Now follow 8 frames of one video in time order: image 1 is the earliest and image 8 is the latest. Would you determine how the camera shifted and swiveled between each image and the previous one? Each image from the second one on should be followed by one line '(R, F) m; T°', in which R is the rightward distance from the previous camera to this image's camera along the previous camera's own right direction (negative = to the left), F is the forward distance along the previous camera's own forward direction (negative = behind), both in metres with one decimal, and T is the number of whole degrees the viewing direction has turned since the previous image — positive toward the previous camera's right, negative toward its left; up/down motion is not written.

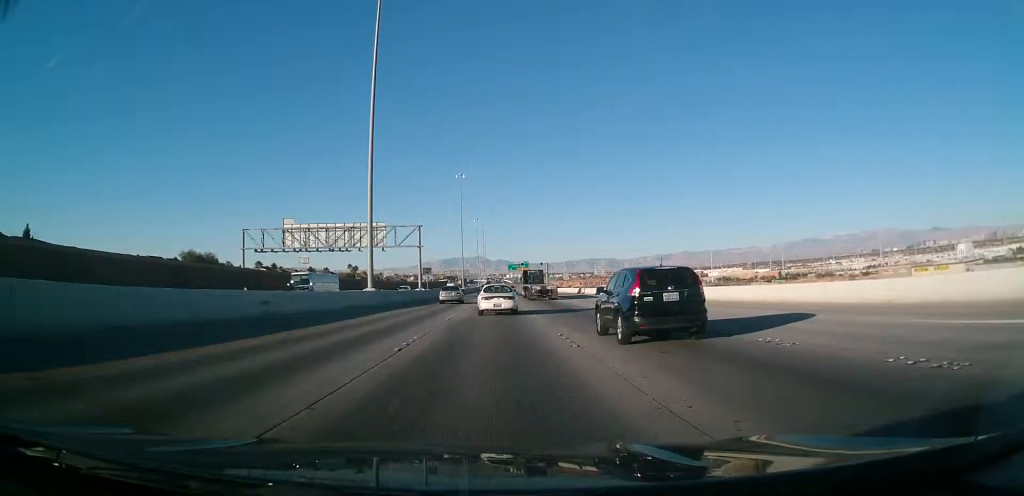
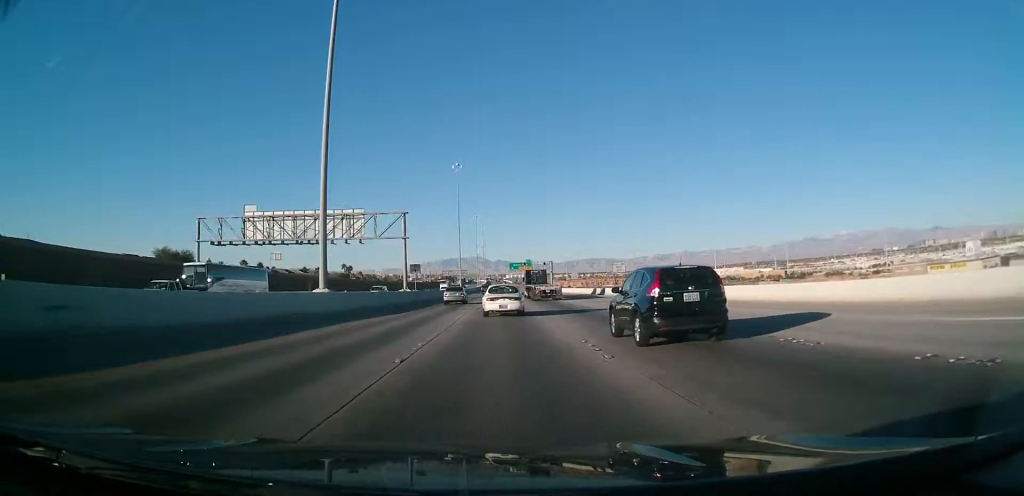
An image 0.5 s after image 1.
(0.0, +14.1) m; 0°
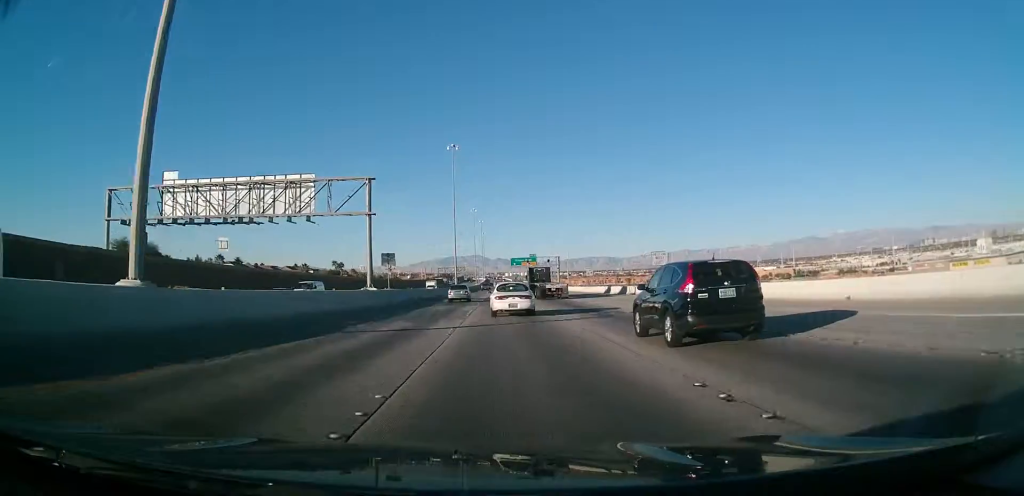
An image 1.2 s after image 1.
(0.0, +19.0) m; 0°
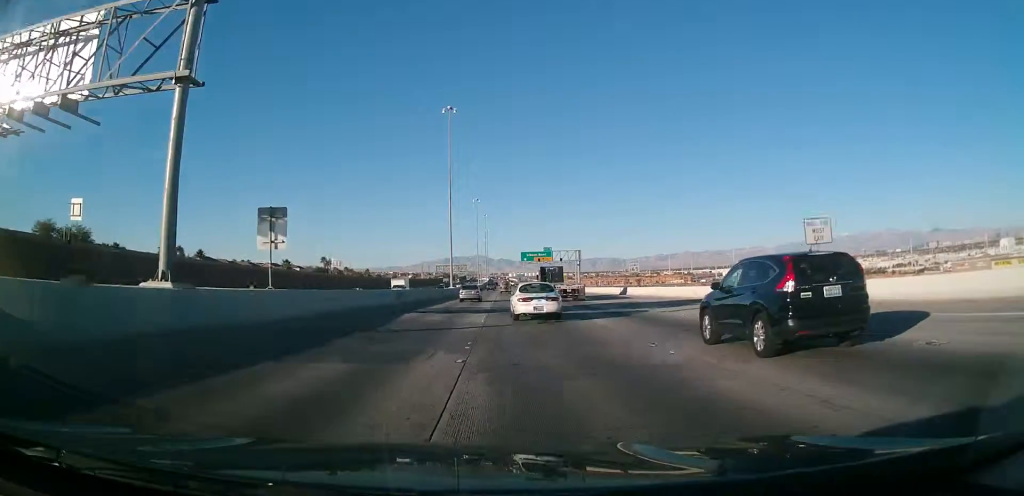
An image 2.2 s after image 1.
(+0.1, +29.2) m; 0°
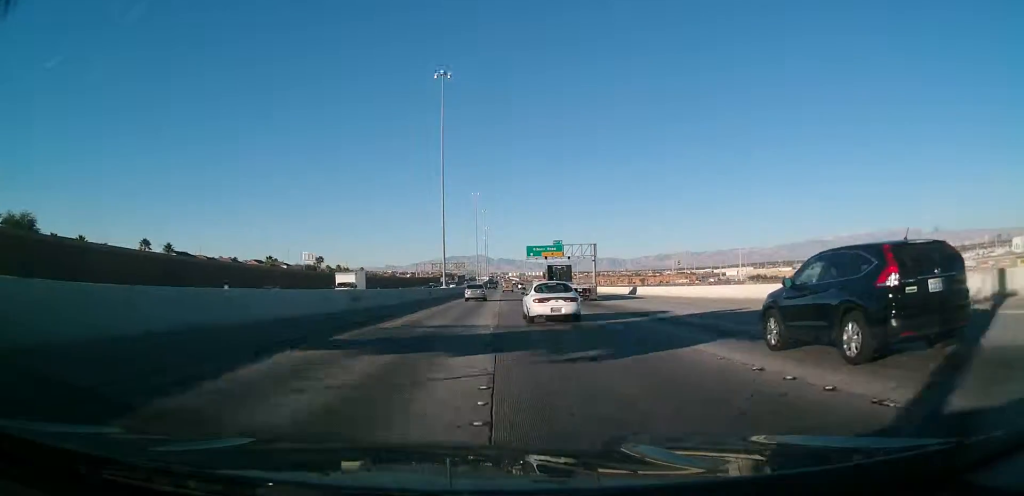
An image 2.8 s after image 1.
(0.0, +18.1) m; 0°
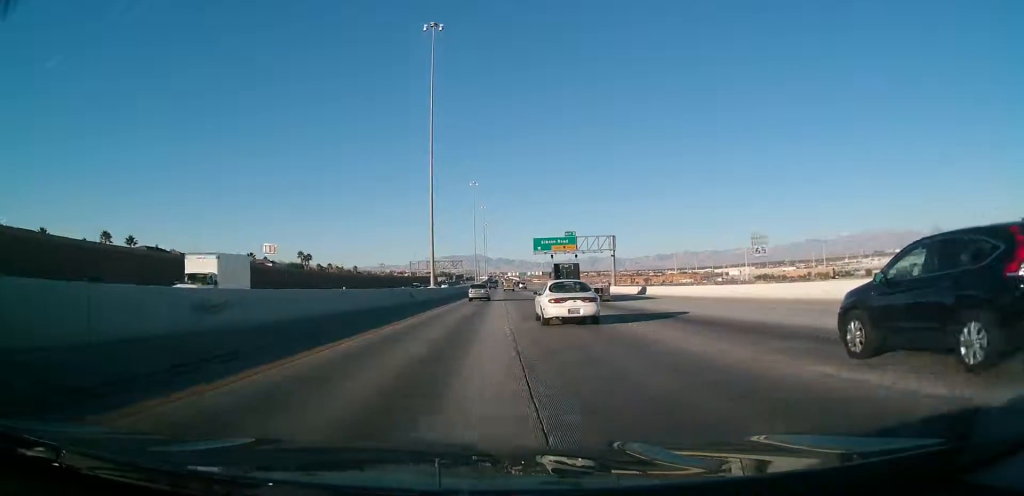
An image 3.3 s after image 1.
(0.0, +17.5) m; 0°
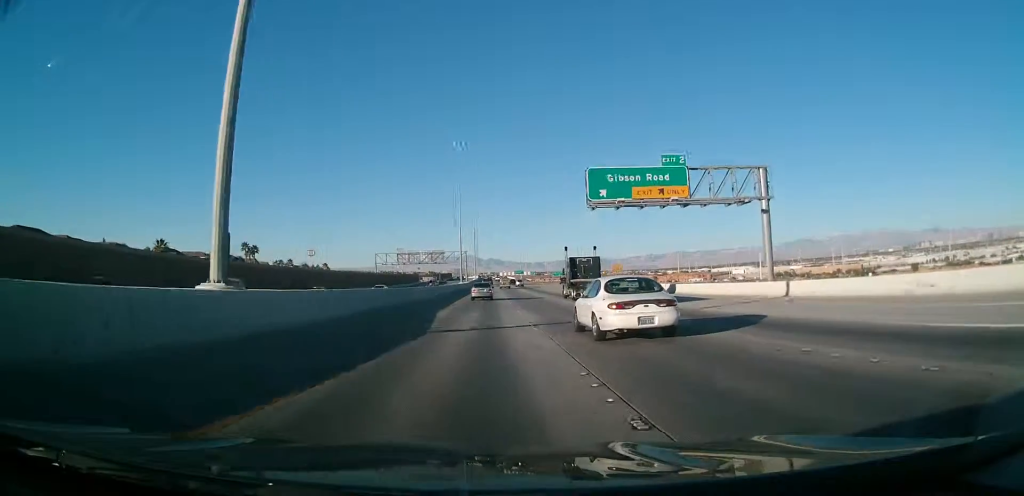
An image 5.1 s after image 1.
(+0.2, +55.2) m; -1°
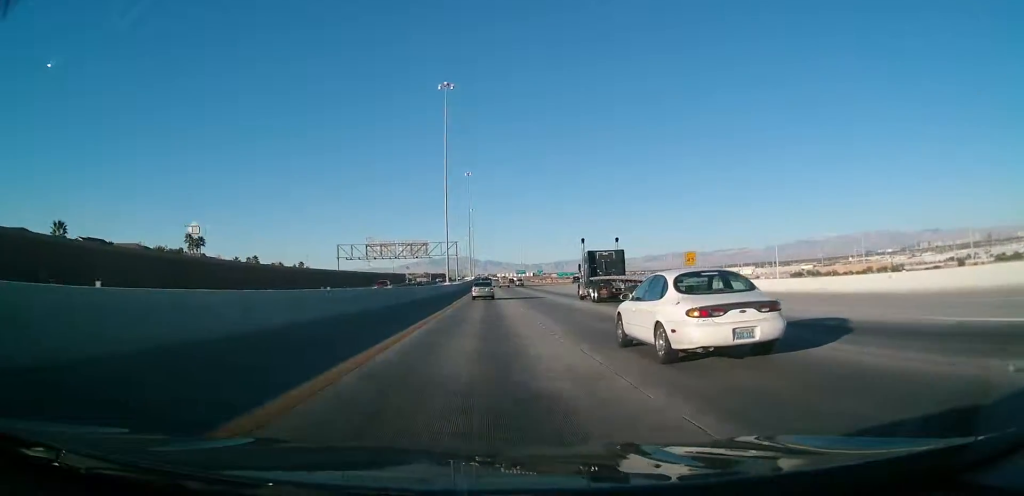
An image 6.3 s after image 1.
(-0.3, +41.5) m; +1°
